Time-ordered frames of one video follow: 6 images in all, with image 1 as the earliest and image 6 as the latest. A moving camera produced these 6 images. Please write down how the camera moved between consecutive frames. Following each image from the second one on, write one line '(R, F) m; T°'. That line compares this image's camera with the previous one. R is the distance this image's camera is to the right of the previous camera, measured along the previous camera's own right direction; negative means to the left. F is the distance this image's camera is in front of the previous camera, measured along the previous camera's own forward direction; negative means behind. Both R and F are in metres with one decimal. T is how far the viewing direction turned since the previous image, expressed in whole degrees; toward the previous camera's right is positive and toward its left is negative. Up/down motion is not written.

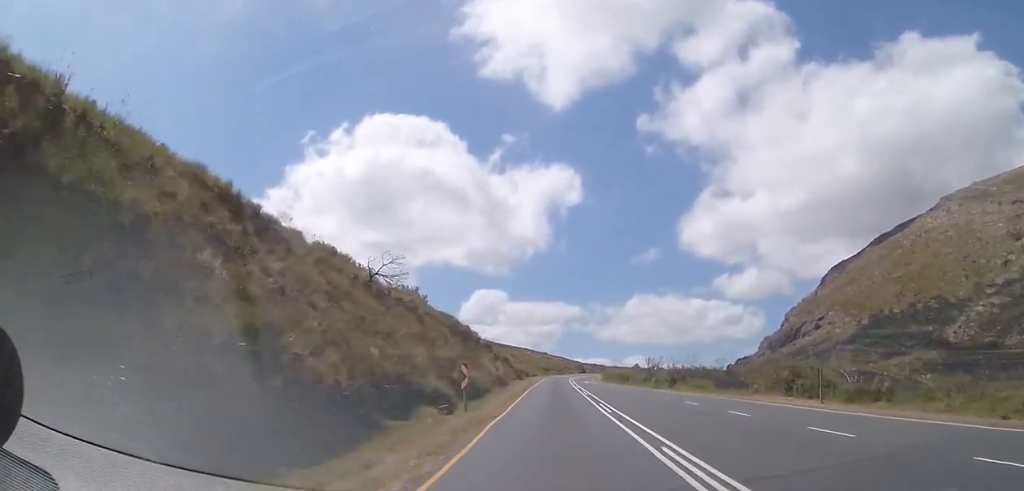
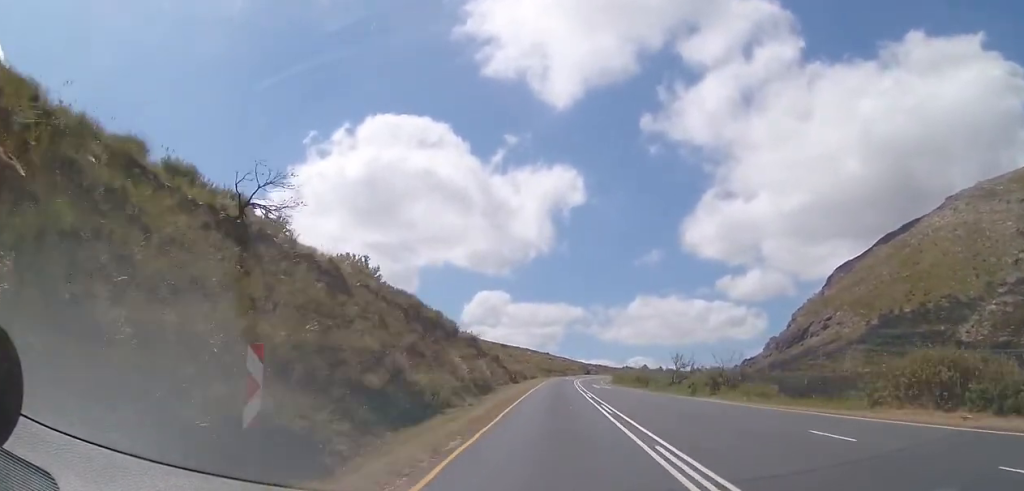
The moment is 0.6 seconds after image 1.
(-0.1, +12.5) m; 0°
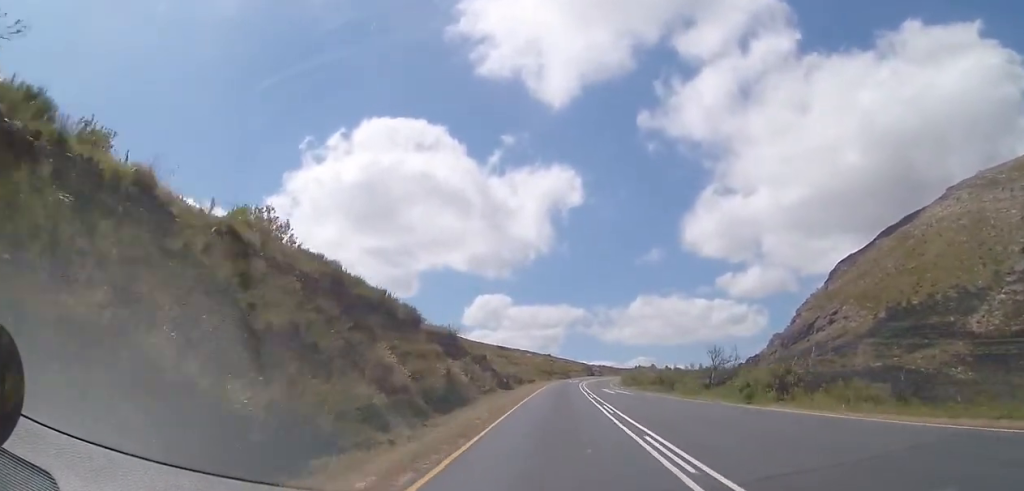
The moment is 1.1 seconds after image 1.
(0.0, +11.0) m; 0°
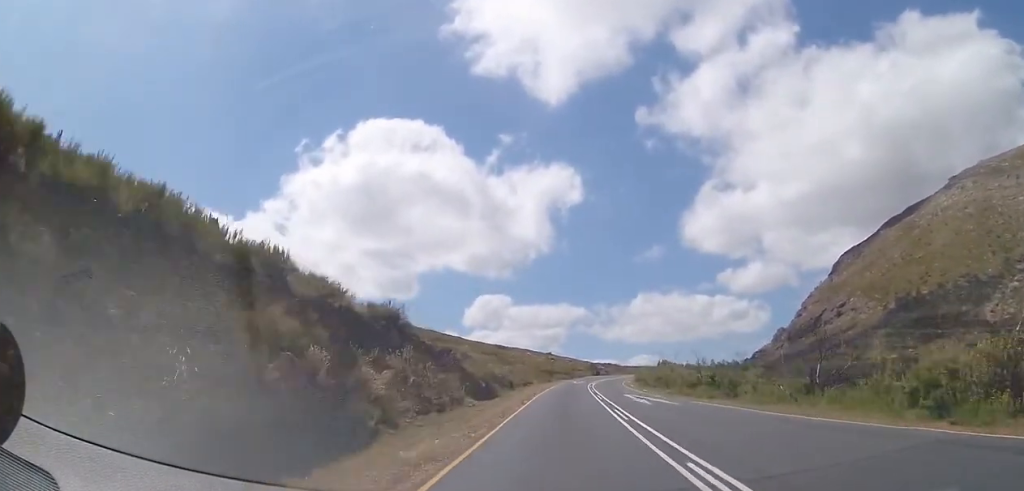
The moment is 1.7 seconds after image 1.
(+0.1, +14.7) m; 0°
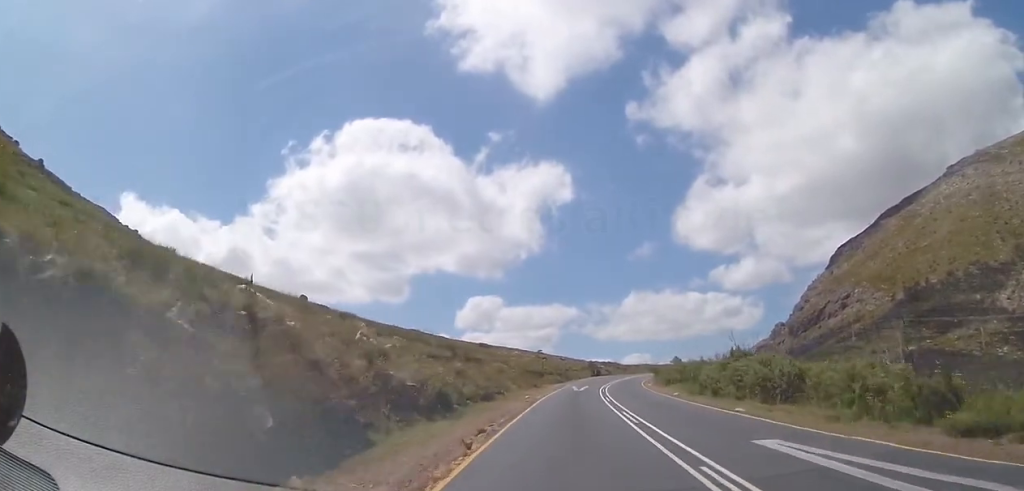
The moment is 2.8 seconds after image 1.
(0.0, +24.4) m; +1°
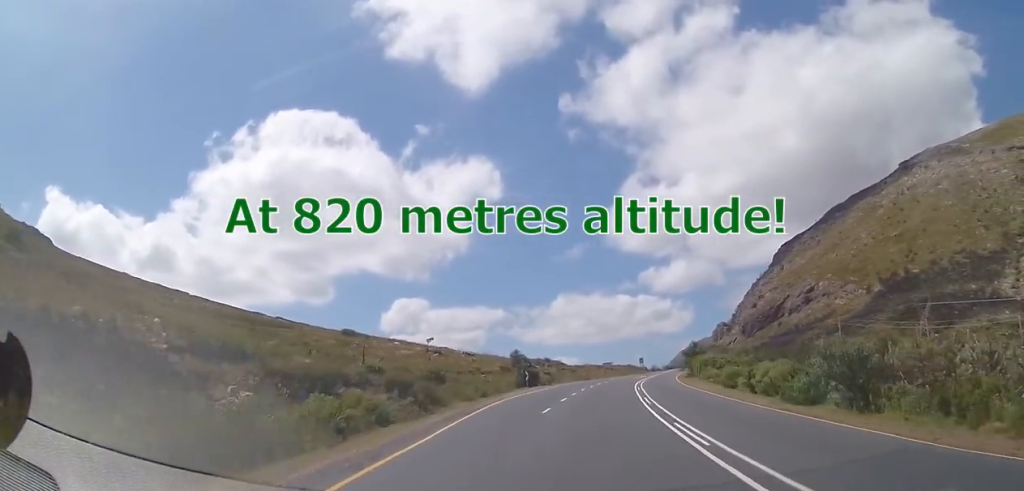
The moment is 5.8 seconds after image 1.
(+3.2, +65.2) m; +8°
